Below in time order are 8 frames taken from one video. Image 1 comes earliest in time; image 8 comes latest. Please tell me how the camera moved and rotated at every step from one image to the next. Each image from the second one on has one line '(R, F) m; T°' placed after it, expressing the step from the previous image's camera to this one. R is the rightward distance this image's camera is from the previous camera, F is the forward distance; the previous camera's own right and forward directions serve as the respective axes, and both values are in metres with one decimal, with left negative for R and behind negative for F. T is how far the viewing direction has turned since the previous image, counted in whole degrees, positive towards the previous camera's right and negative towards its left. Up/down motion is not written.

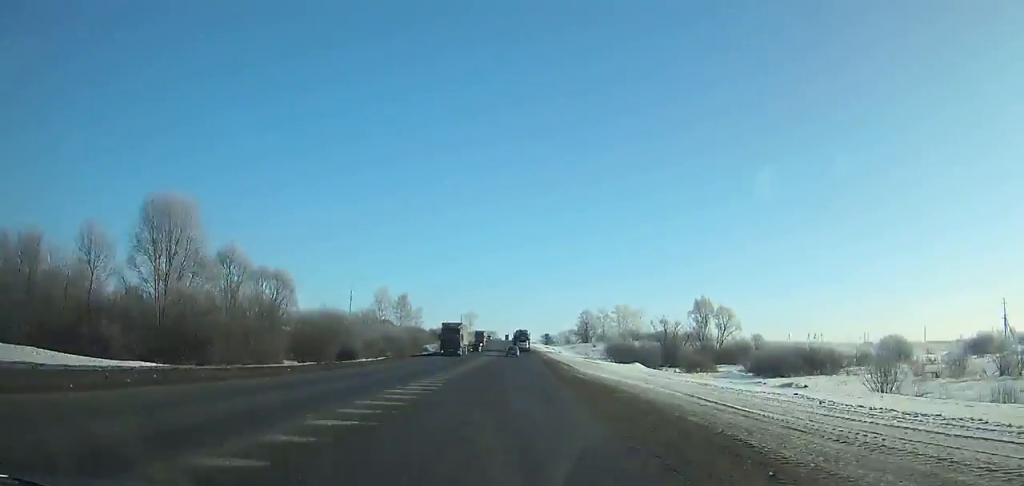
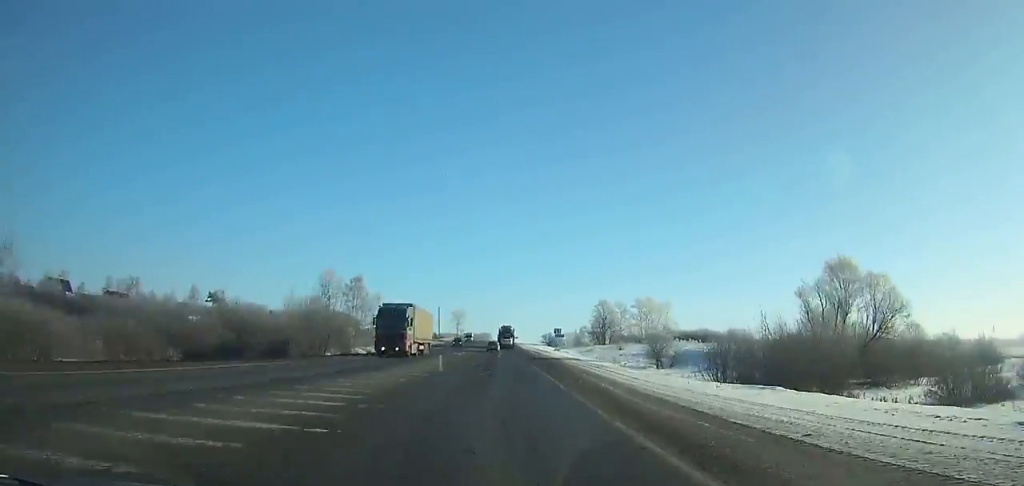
(+0.2, +55.0) m; 0°
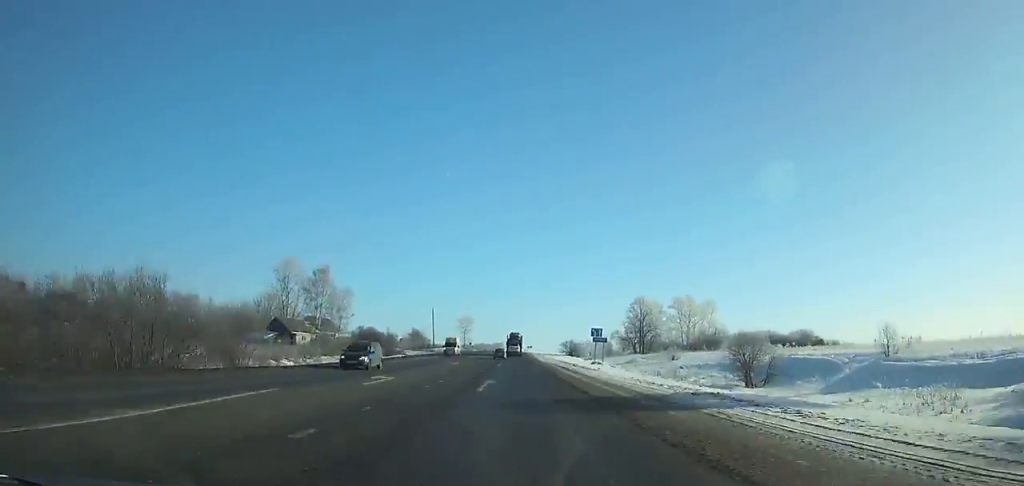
(+0.1, +37.0) m; -1°
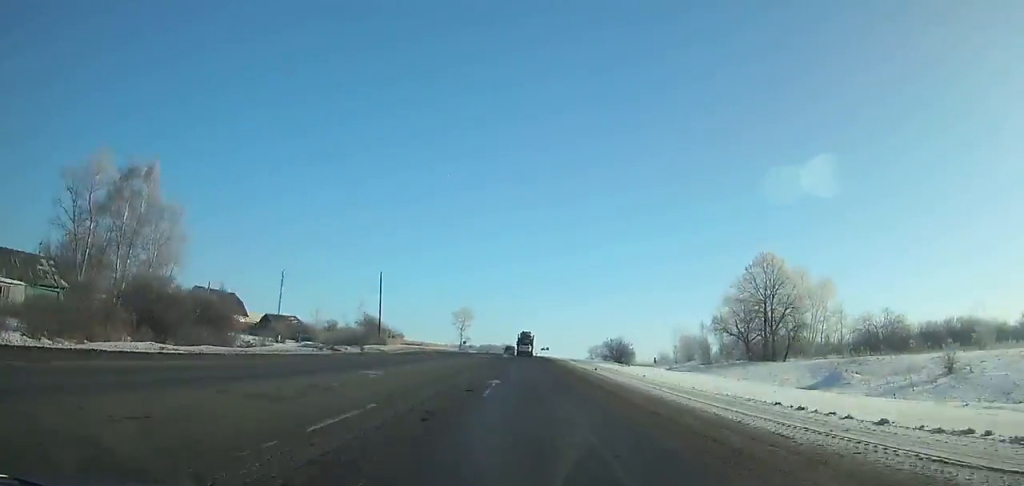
(-1.0, +65.8) m; -1°
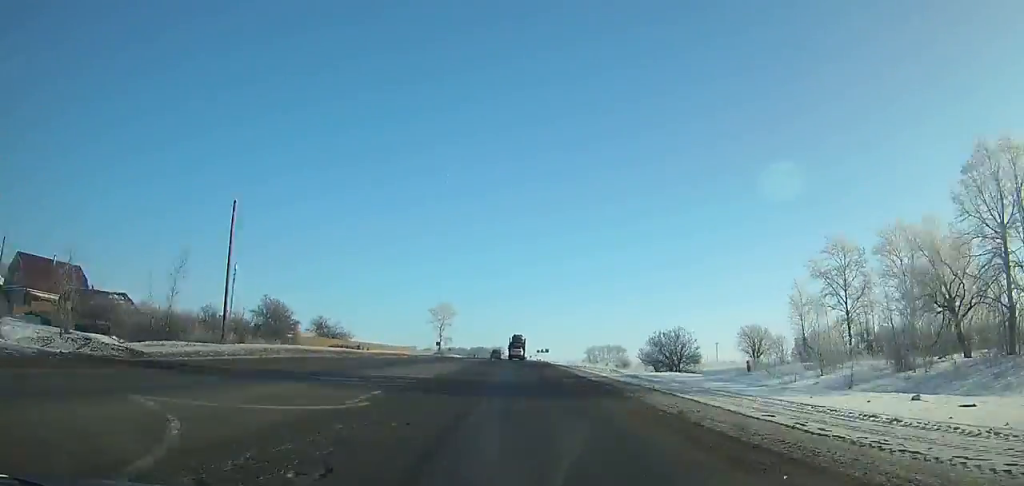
(+0.3, +42.0) m; 0°
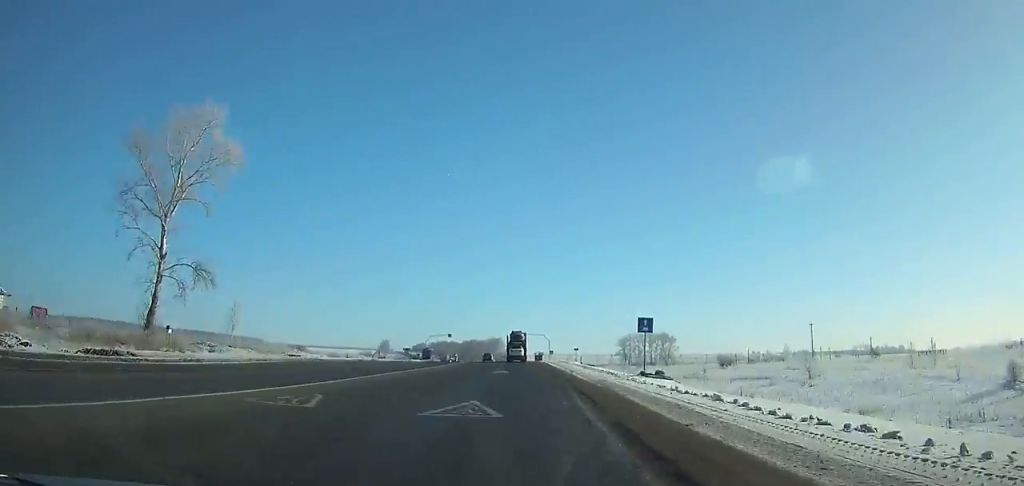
(-0.8, +165.9) m; -1°
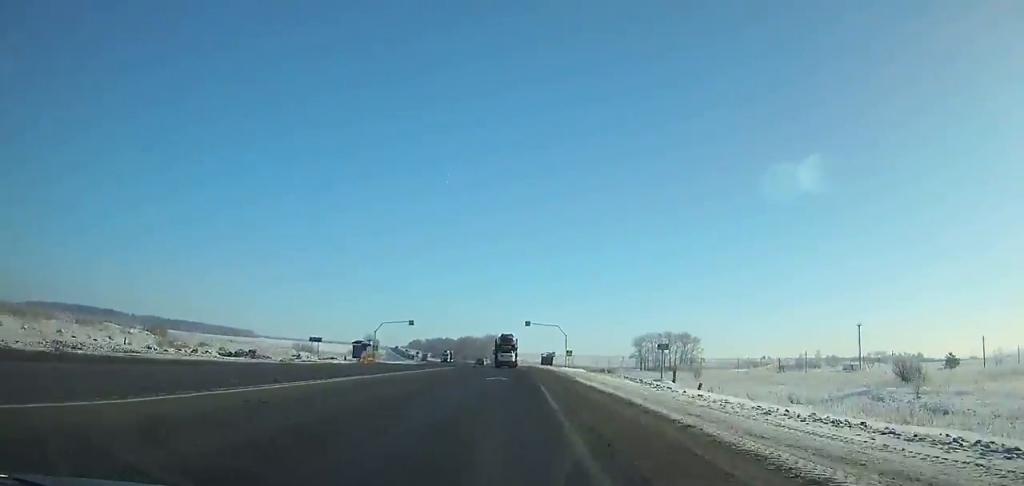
(0.0, +52.1) m; -1°
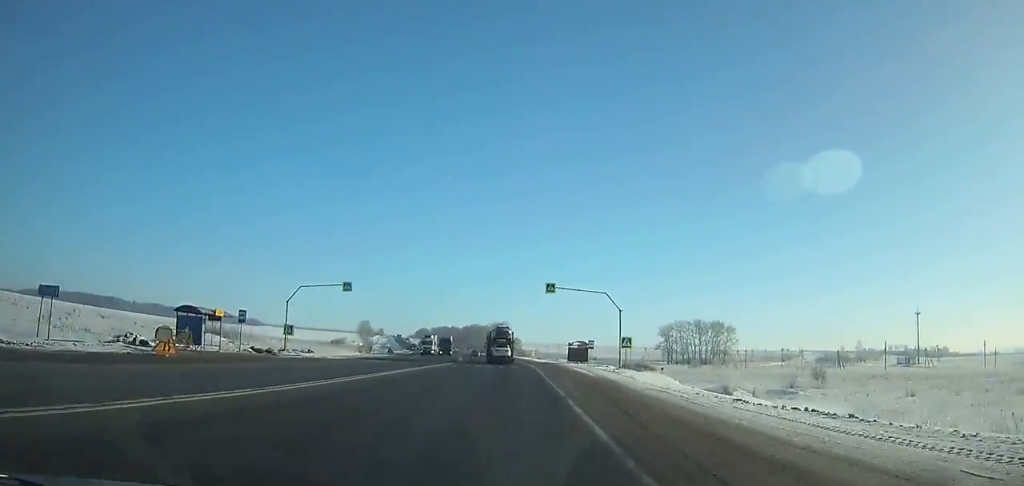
(-0.2, +41.4) m; -2°
